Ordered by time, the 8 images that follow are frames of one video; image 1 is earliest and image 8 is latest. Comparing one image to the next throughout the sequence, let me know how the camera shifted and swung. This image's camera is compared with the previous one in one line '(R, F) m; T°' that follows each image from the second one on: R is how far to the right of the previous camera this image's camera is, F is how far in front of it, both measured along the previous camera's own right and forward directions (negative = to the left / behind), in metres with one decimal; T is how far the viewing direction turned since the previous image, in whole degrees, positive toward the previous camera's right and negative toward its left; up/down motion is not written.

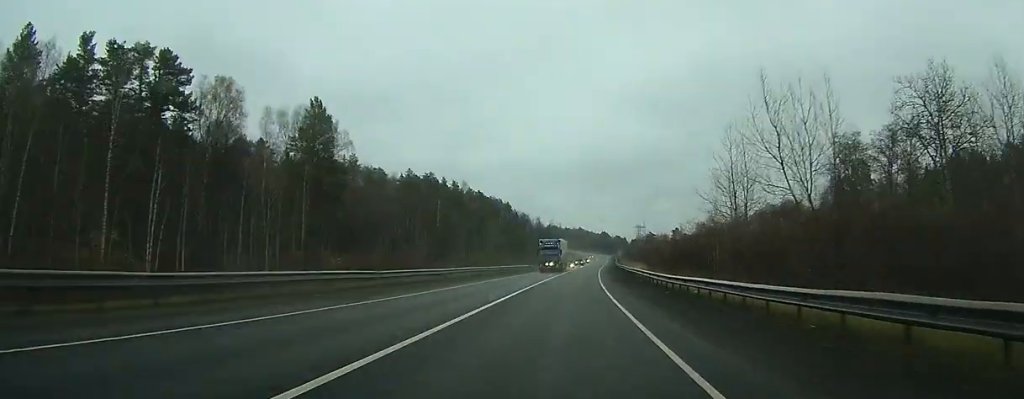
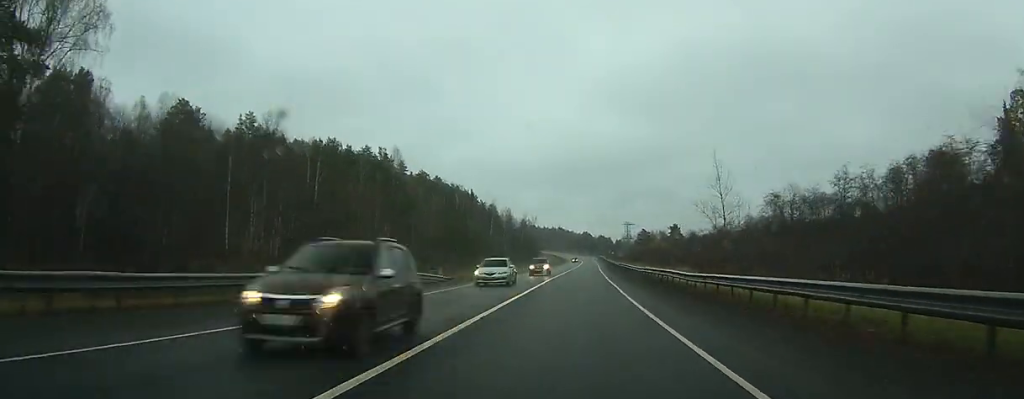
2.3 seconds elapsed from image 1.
(+1.2, +59.0) m; +2°
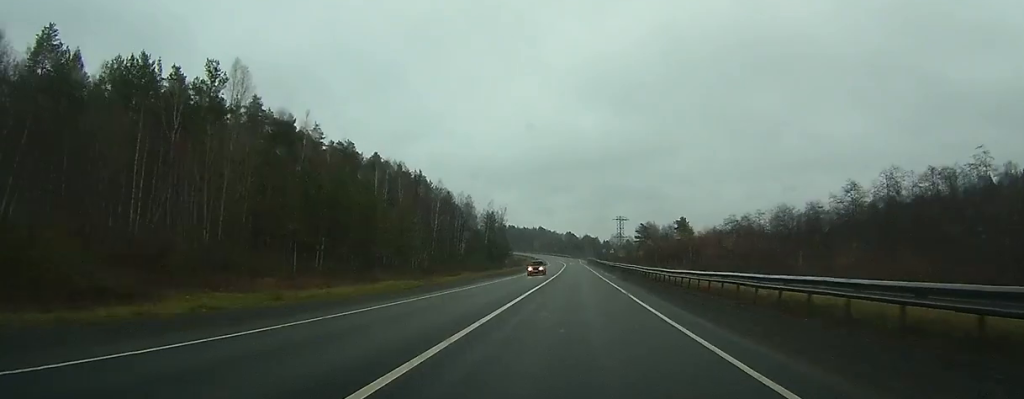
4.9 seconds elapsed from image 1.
(+1.3, +62.2) m; +2°
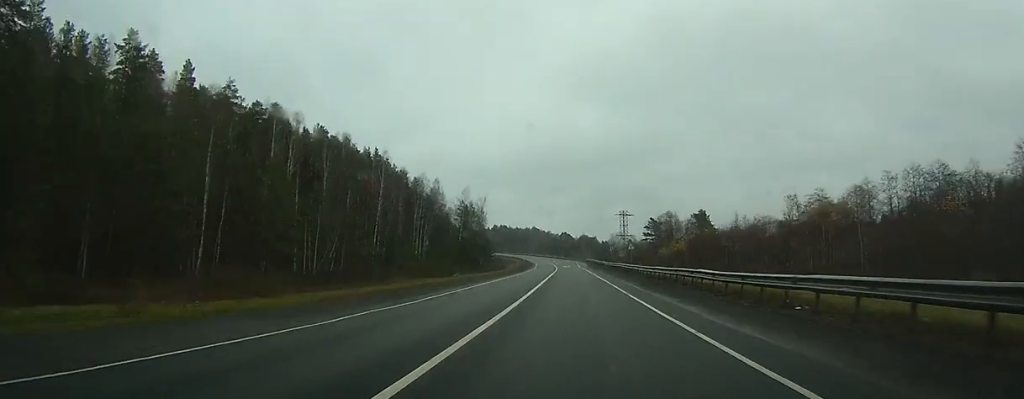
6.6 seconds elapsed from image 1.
(+0.4, +41.8) m; 0°
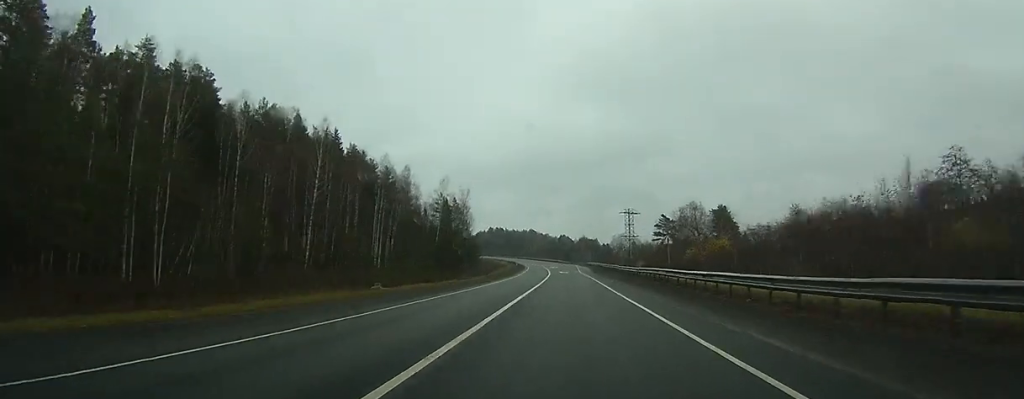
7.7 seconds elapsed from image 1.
(+0.1, +27.0) m; 0°
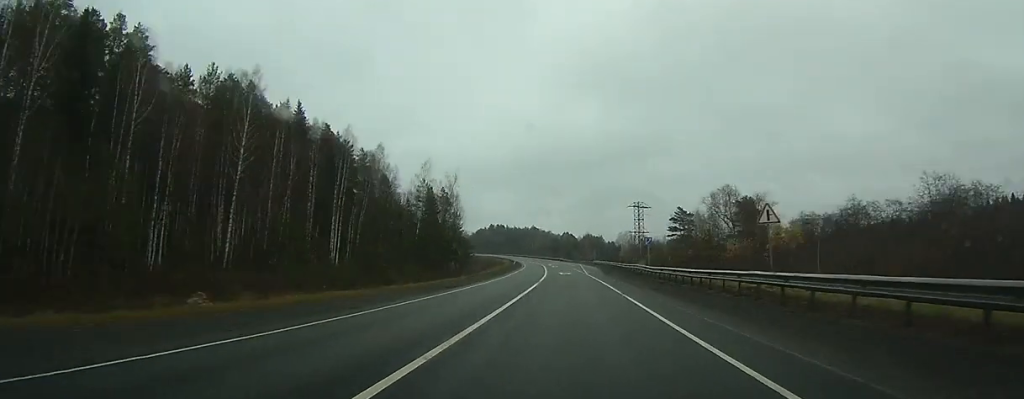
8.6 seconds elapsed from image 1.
(-0.1, +20.5) m; -1°
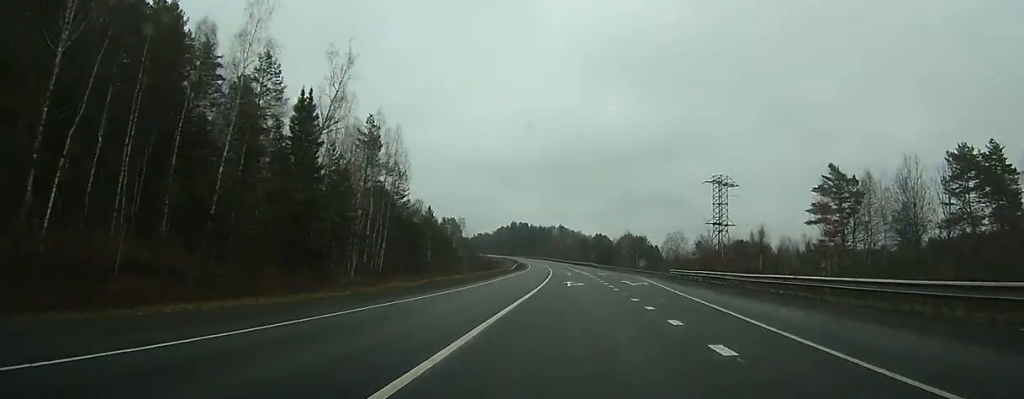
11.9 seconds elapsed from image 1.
(-1.7, +76.5) m; -3°
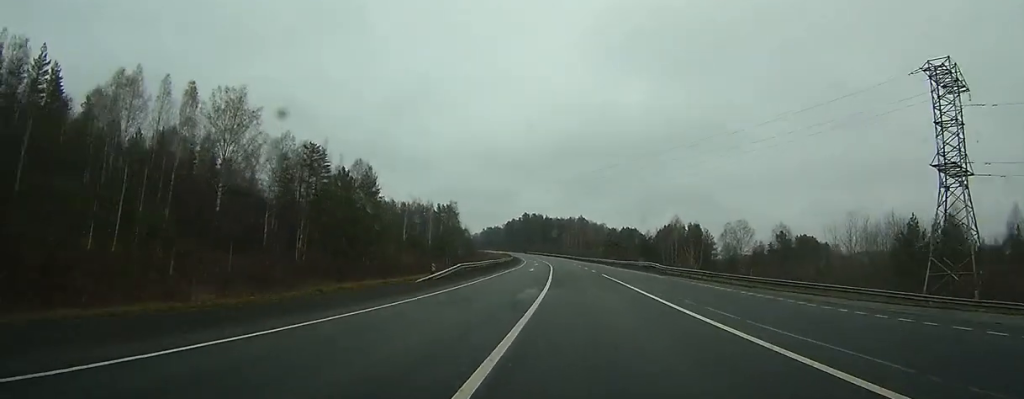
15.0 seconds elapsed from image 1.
(-1.6, +73.3) m; -2°
